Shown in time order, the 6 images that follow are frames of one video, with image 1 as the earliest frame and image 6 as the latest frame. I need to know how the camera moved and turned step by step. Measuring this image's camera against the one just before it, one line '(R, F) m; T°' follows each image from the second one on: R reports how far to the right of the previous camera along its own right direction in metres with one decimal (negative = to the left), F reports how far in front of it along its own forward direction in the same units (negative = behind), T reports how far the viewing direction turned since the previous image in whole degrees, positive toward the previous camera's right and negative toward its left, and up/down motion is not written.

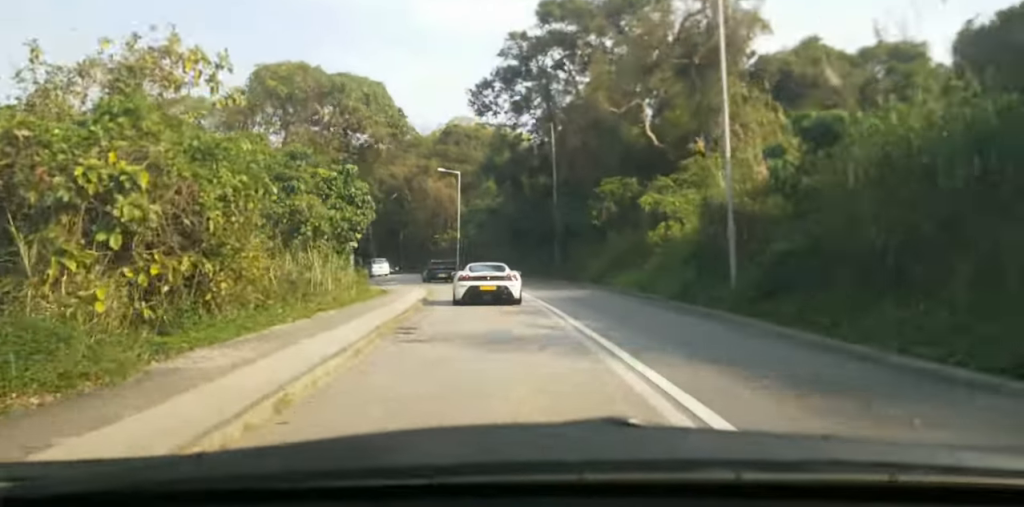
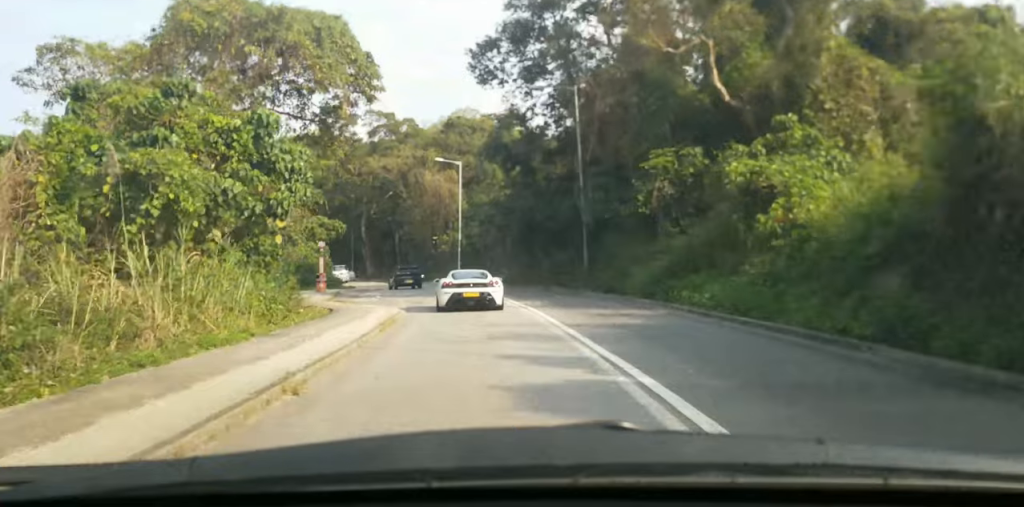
(-0.5, +12.4) m; -3°
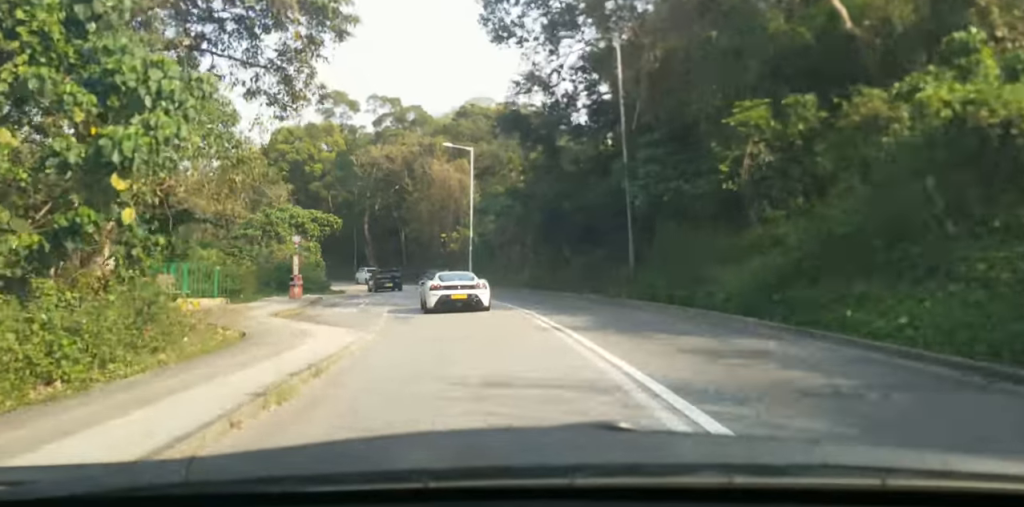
(-0.2, +9.9) m; -1°
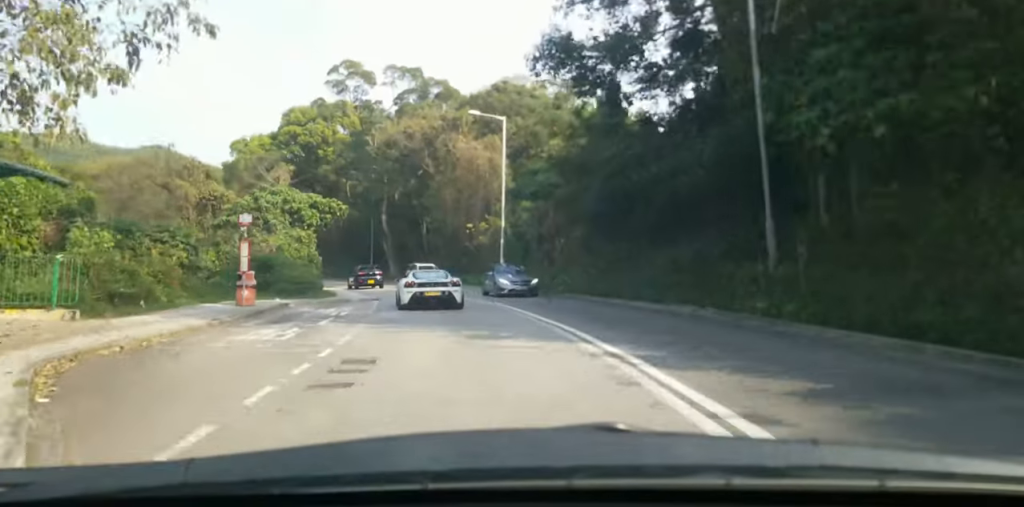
(-0.1, +13.1) m; -1°
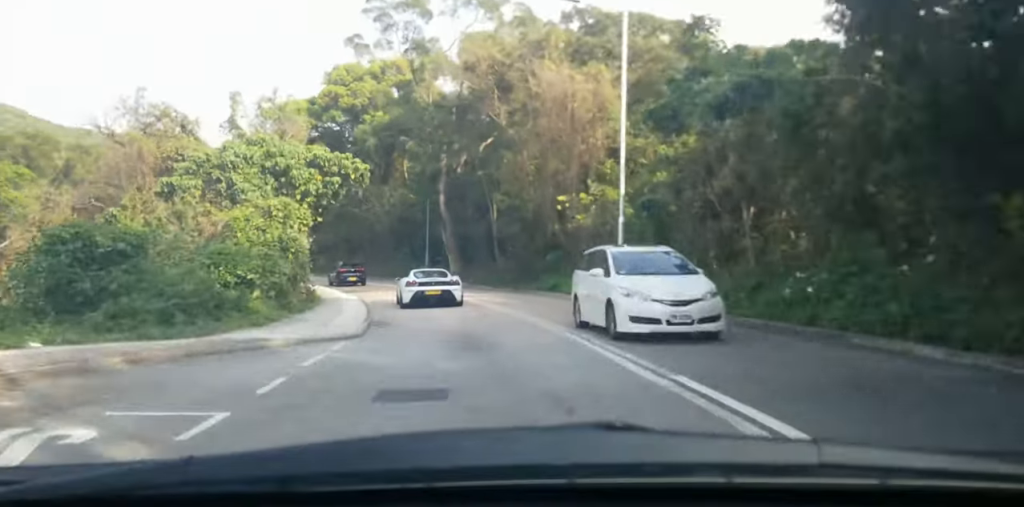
(-0.3, +19.9) m; -3°
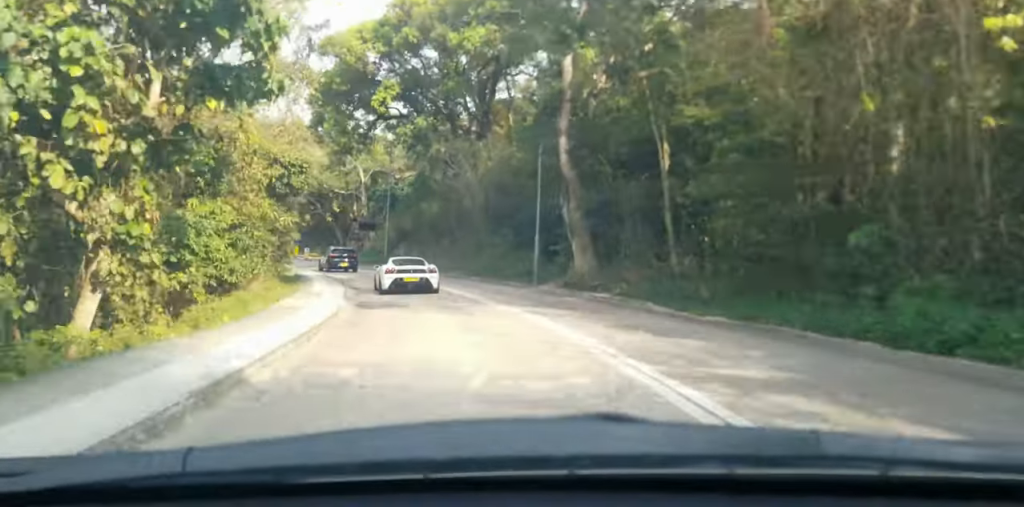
(-0.7, +20.2) m; -5°
